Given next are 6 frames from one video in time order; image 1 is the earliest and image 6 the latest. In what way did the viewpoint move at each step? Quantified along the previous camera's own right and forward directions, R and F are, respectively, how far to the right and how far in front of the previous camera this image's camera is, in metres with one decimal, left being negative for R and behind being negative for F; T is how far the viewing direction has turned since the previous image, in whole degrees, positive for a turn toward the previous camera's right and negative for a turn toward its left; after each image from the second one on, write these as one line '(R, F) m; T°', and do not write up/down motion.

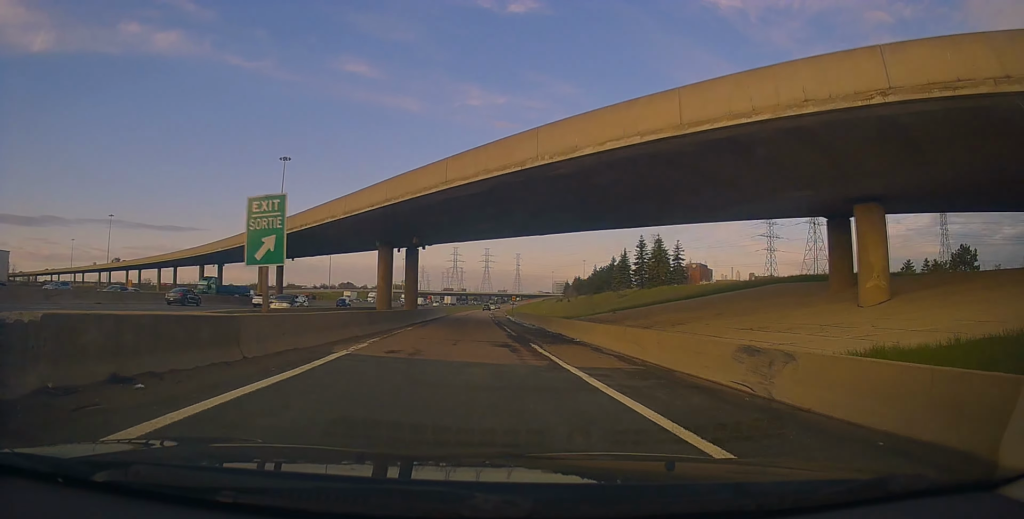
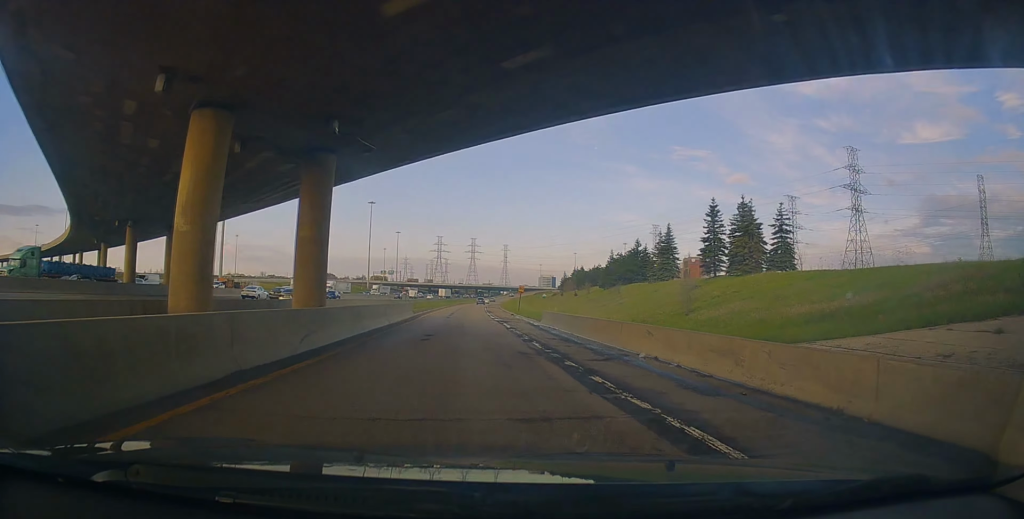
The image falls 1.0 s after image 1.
(+0.6, +31.1) m; +1°
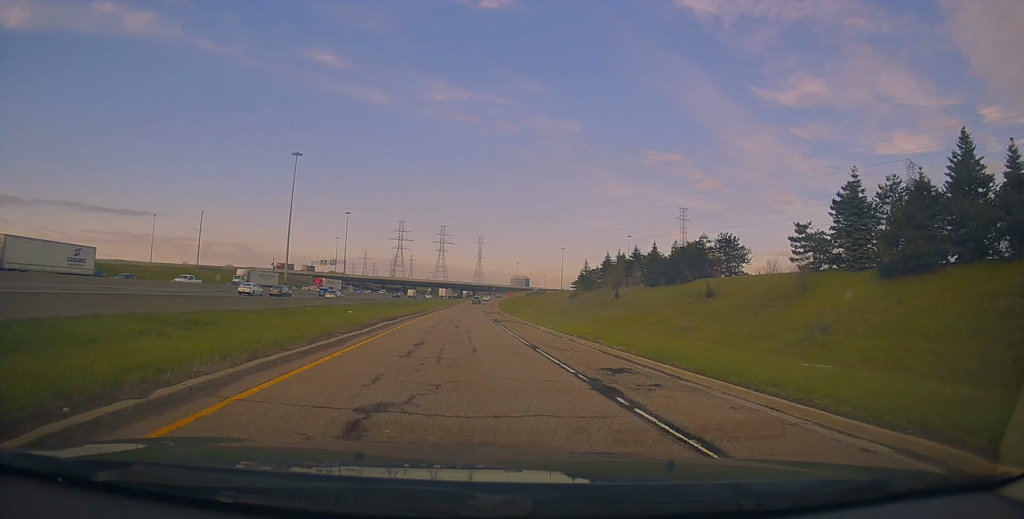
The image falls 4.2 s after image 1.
(+3.5, +89.1) m; +5°
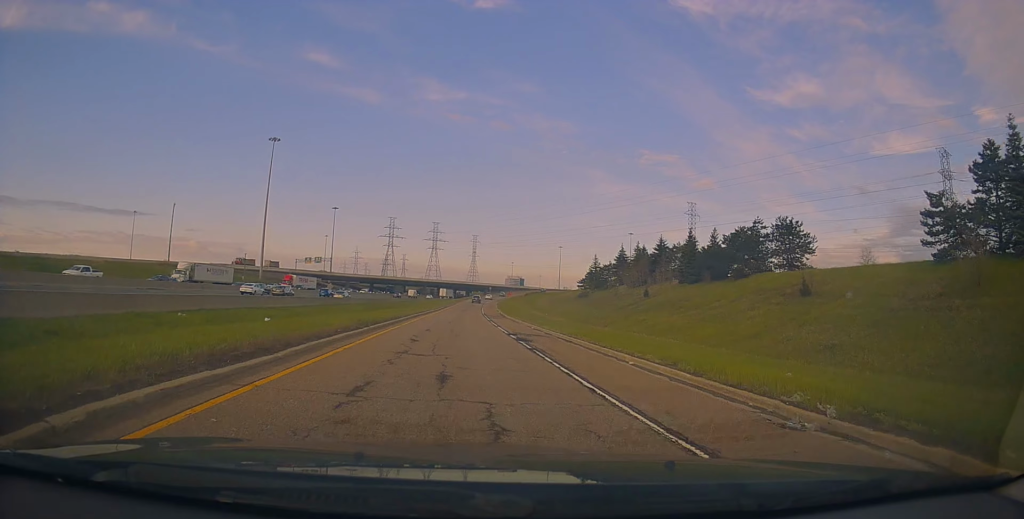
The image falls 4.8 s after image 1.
(+0.5, +17.9) m; +1°
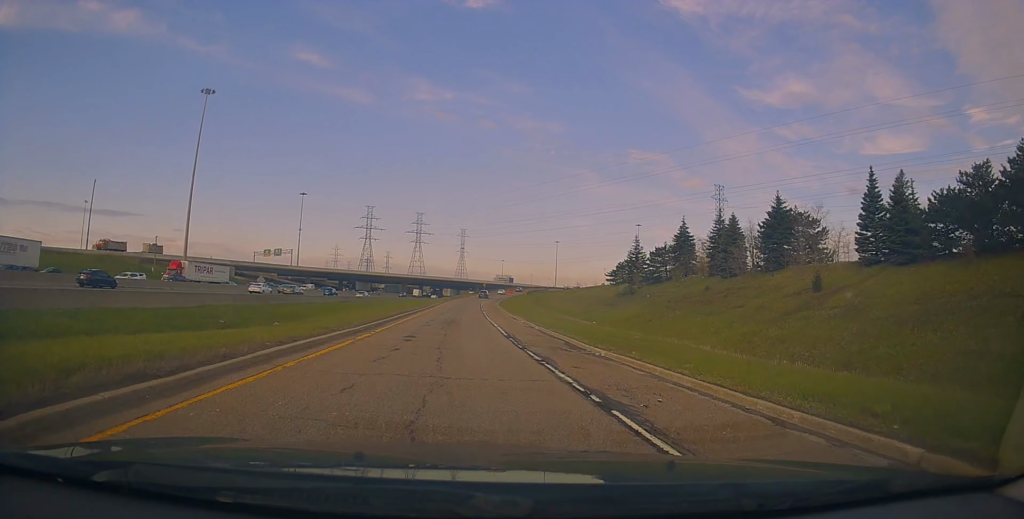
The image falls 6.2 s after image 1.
(+0.4, +41.4) m; +1°
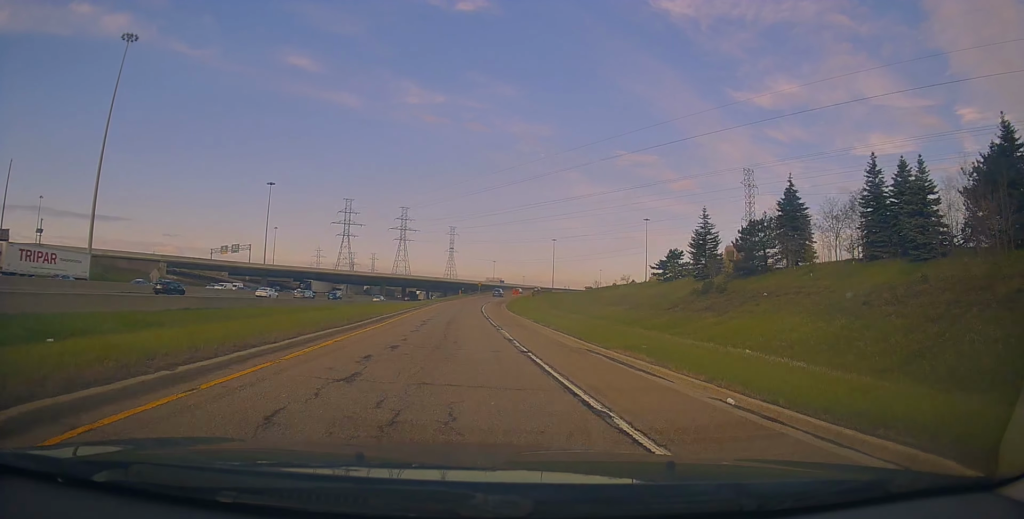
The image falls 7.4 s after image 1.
(+0.5, +32.8) m; +2°
